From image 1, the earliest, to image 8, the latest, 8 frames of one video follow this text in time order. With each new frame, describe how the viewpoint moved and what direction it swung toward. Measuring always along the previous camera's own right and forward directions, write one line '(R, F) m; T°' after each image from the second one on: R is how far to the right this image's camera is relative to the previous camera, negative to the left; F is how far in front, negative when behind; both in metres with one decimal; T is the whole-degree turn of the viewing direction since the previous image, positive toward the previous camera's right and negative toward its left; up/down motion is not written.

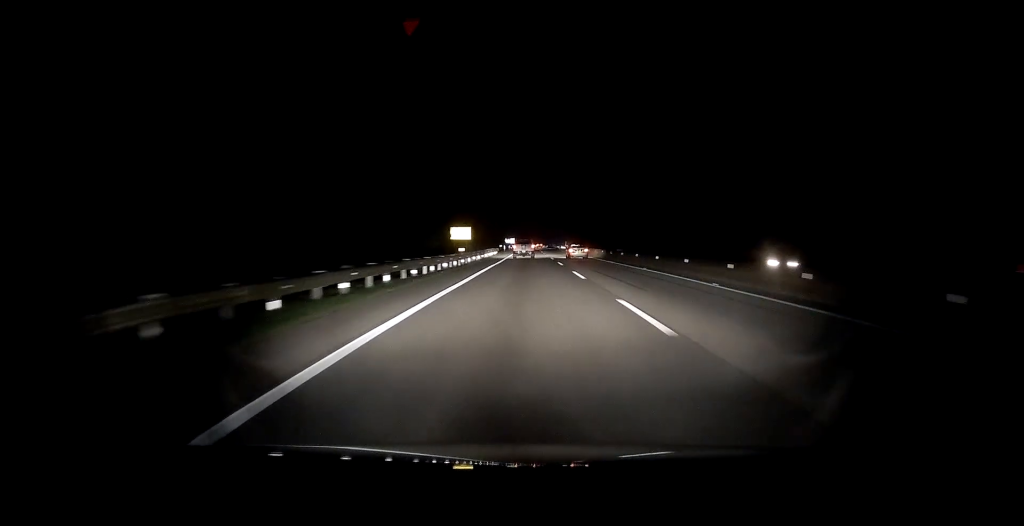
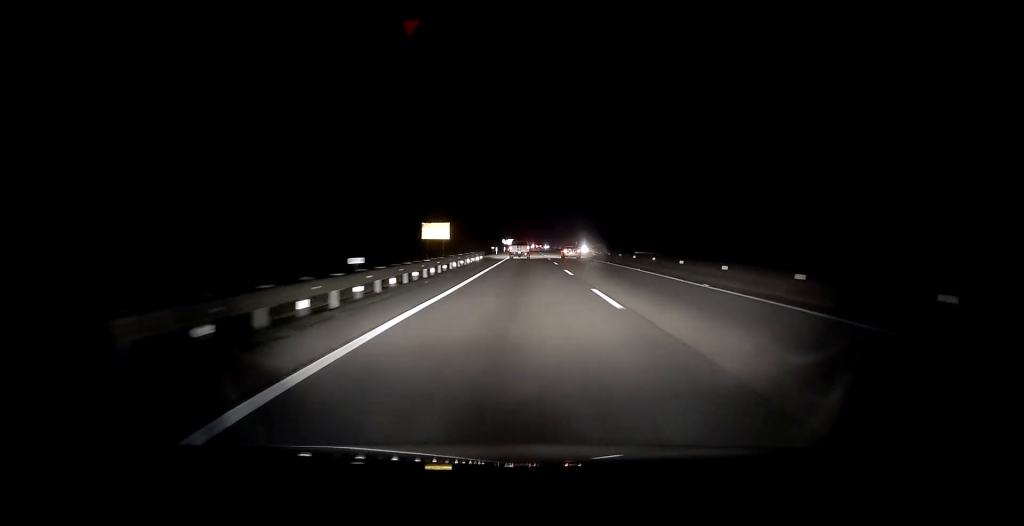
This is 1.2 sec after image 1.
(-0.5, +23.6) m; 0°
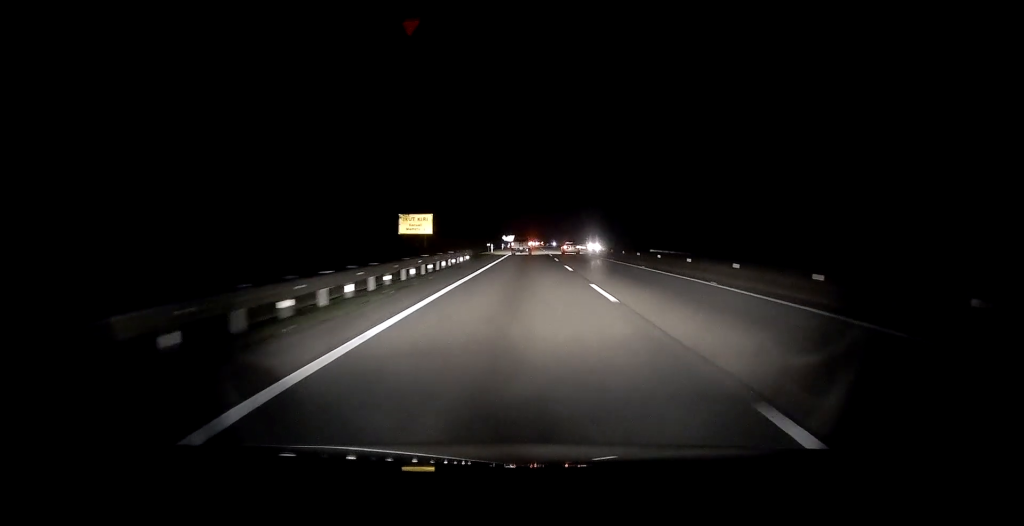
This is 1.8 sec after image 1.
(+0.1, +12.9) m; +1°
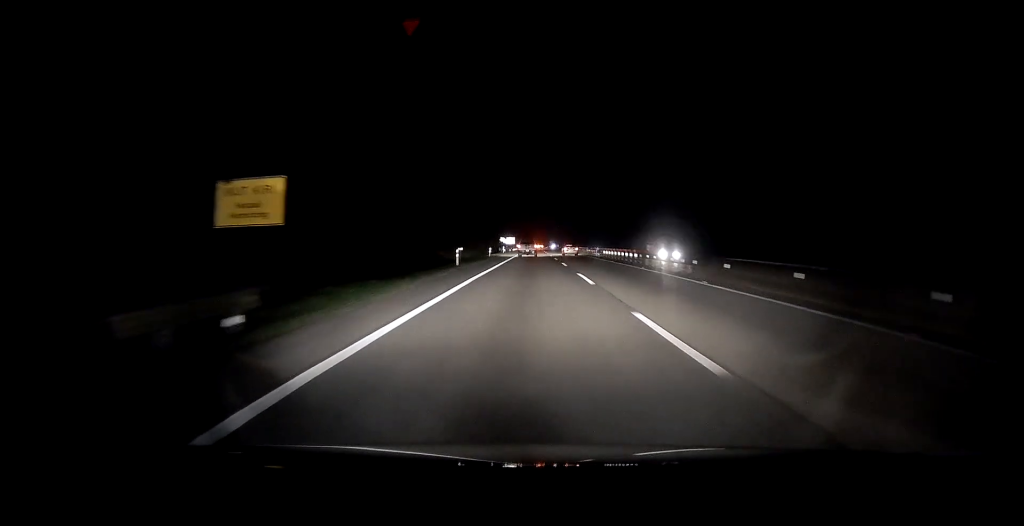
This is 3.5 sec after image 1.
(-0.4, +34.3) m; 0°
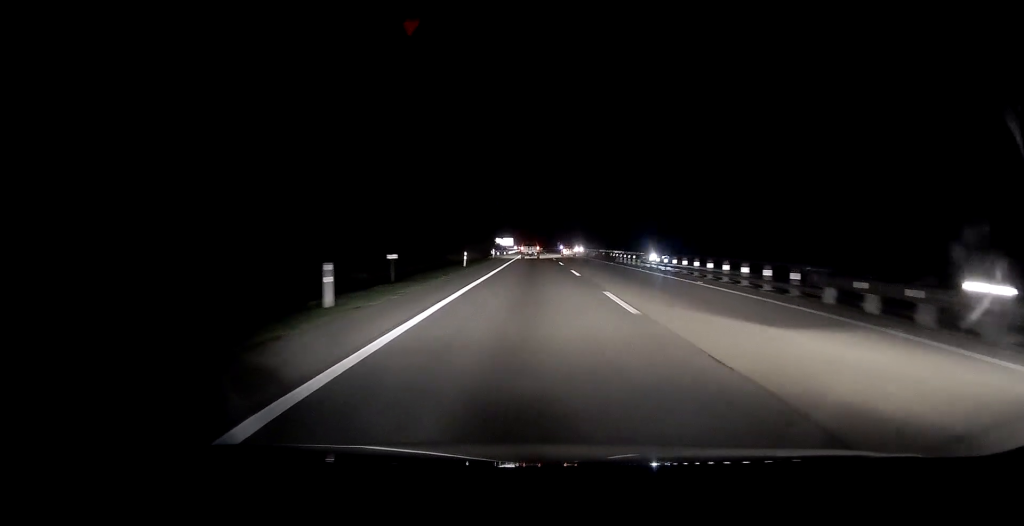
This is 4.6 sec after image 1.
(+0.7, +23.0) m; 0°
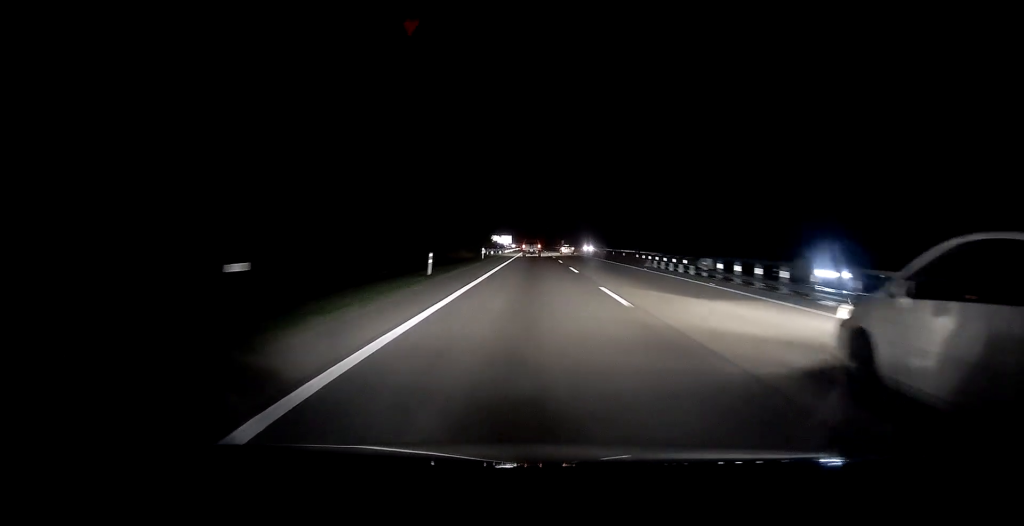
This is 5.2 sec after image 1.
(-0.5, +13.3) m; 0°
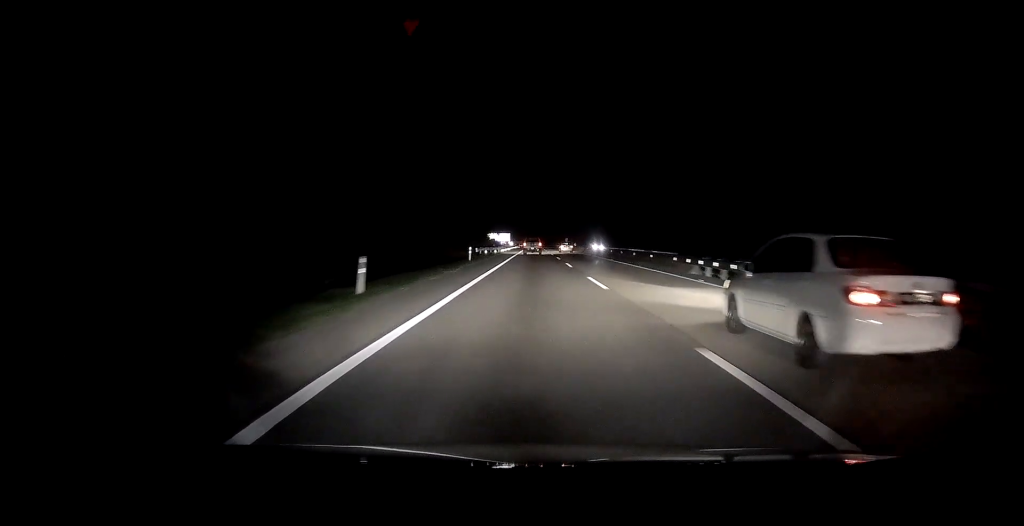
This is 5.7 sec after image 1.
(-0.1, +10.6) m; 0°
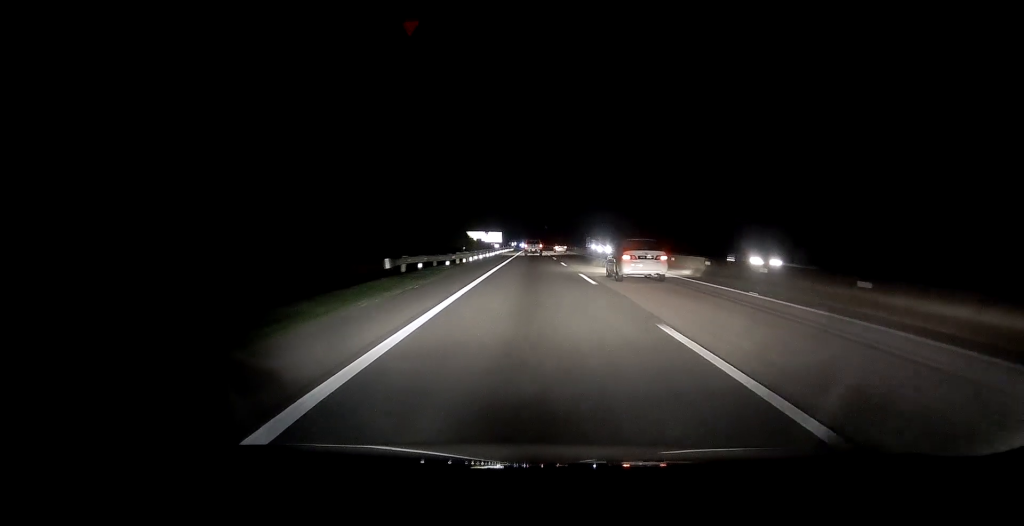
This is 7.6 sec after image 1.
(+1.1, +41.4) m; +1°
